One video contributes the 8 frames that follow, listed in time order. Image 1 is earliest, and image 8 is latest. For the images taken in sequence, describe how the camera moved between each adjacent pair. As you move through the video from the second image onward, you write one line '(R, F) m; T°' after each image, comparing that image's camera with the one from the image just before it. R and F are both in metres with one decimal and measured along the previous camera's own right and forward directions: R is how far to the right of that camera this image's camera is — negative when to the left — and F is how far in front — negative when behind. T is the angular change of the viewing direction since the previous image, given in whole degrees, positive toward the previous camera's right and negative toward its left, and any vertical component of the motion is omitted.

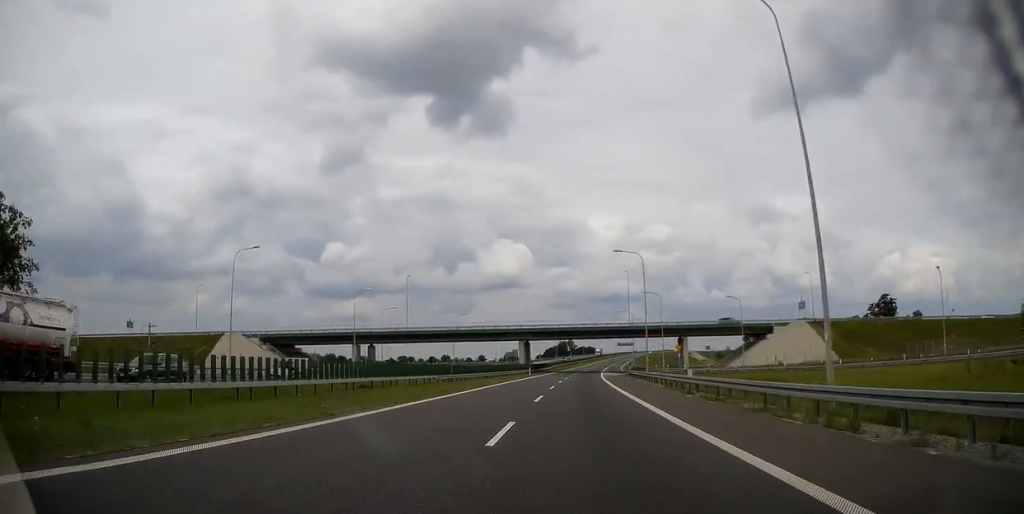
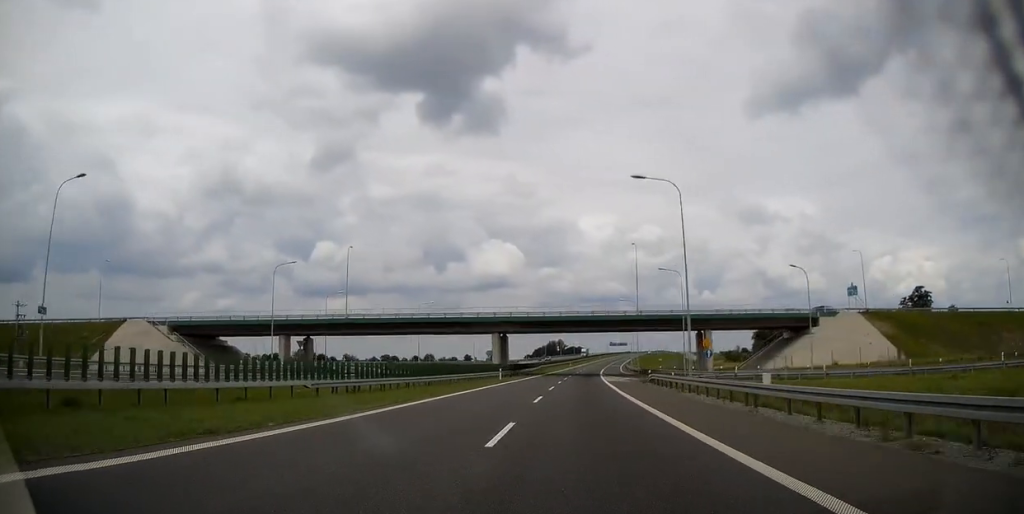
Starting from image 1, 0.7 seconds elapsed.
(+0.2, +24.2) m; +1°
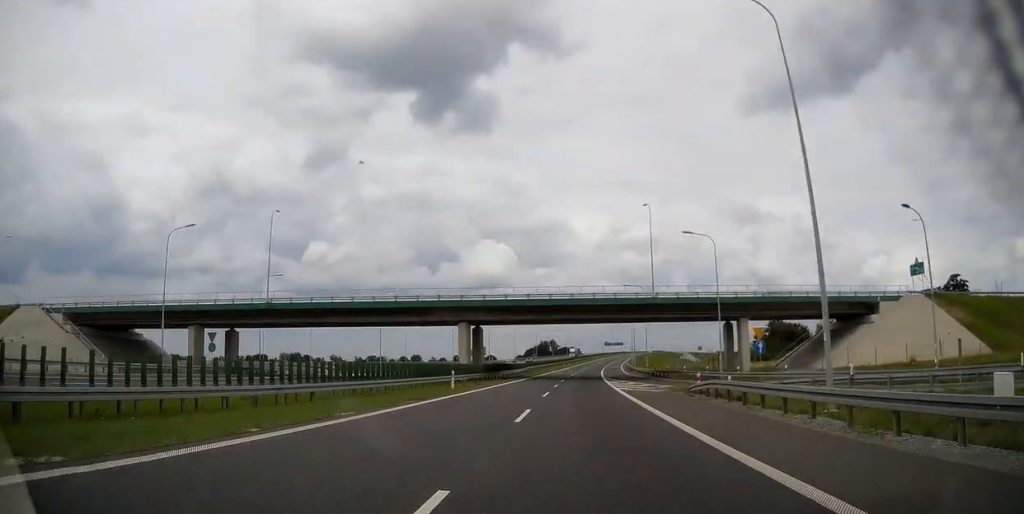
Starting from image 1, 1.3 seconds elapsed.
(0.0, +19.7) m; +1°
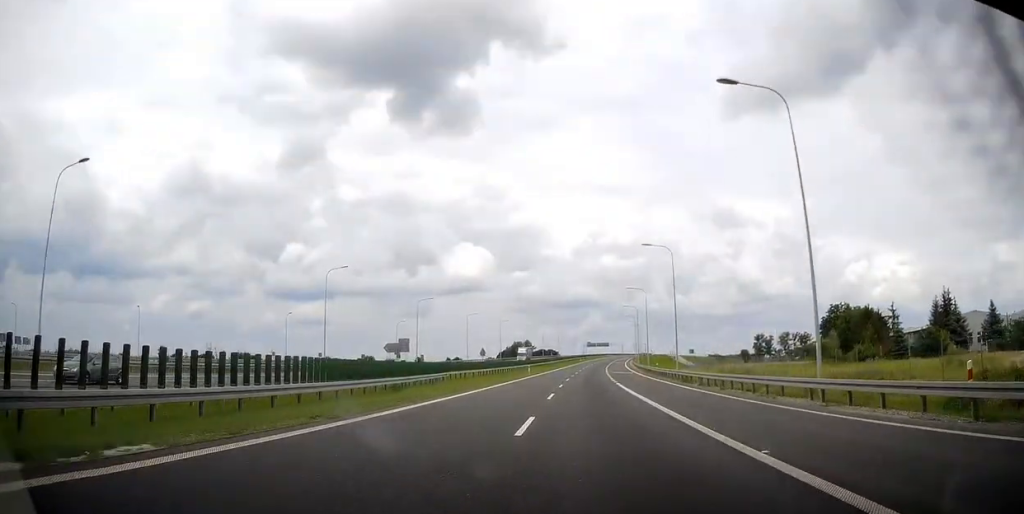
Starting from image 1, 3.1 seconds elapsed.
(+1.4, +63.5) m; +3°
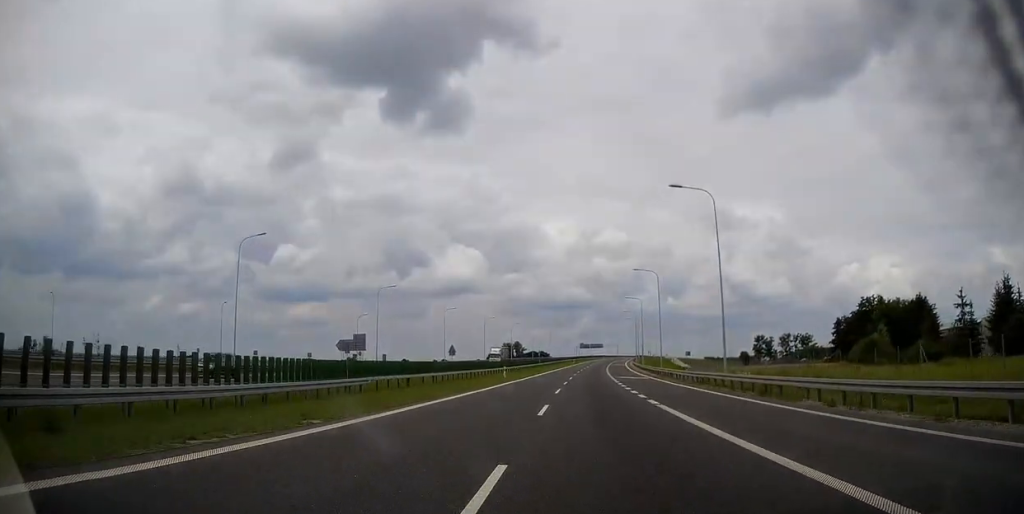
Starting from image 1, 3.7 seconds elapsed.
(+0.2, +19.6) m; +1°
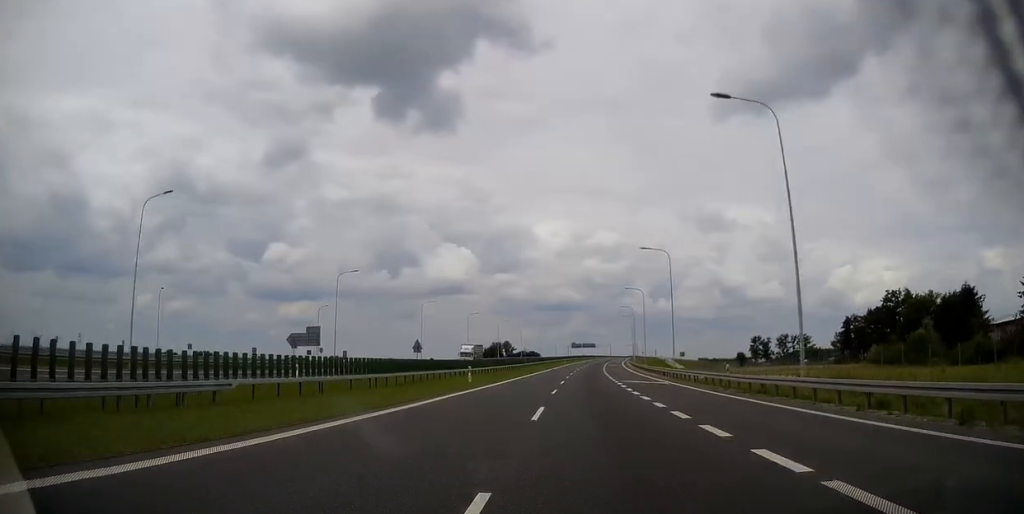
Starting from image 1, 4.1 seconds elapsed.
(+0.1, +13.8) m; +1°
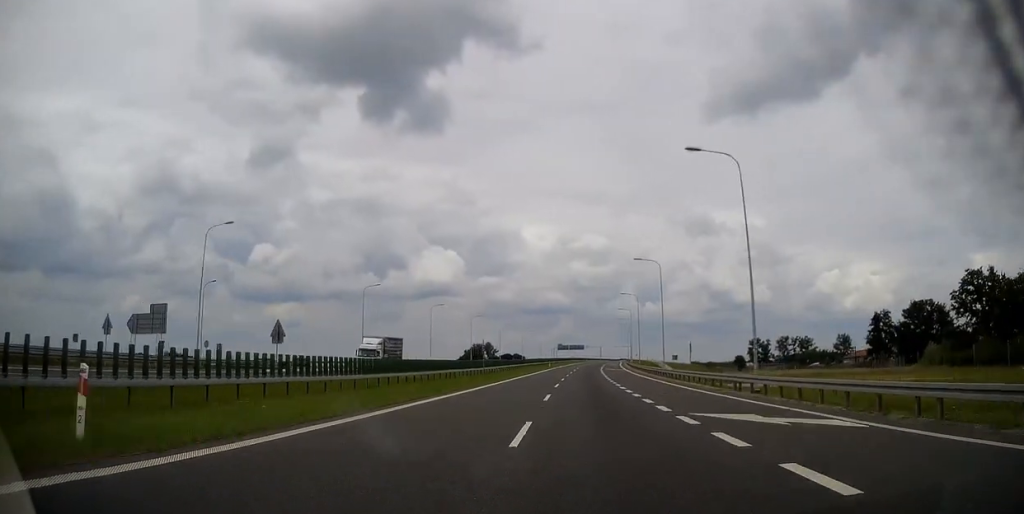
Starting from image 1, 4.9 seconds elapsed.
(+0.4, +28.8) m; +1°
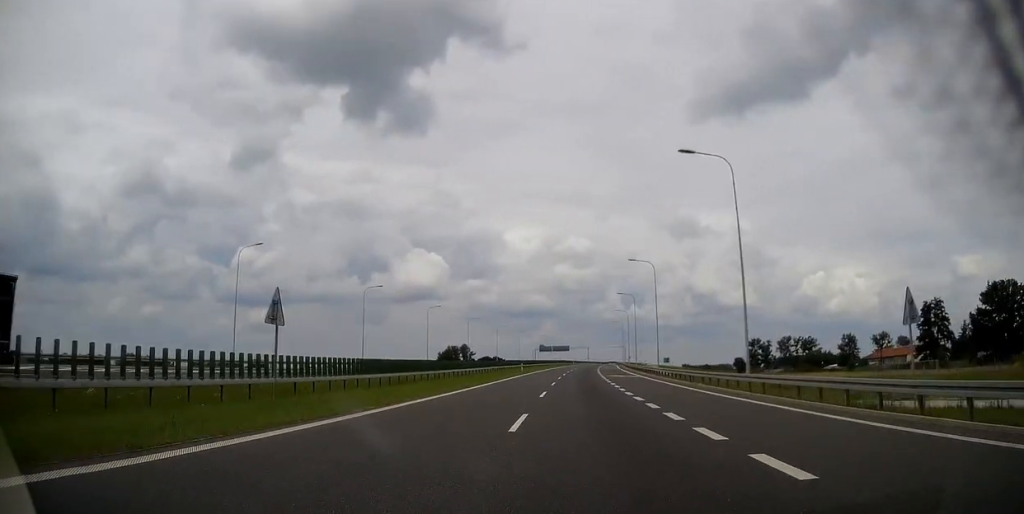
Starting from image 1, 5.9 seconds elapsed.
(+0.4, +34.5) m; +1°
